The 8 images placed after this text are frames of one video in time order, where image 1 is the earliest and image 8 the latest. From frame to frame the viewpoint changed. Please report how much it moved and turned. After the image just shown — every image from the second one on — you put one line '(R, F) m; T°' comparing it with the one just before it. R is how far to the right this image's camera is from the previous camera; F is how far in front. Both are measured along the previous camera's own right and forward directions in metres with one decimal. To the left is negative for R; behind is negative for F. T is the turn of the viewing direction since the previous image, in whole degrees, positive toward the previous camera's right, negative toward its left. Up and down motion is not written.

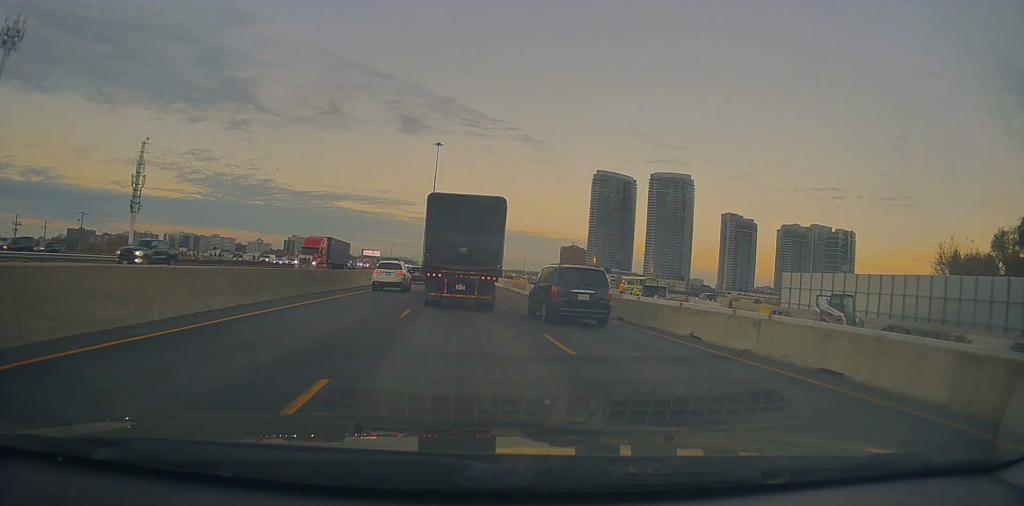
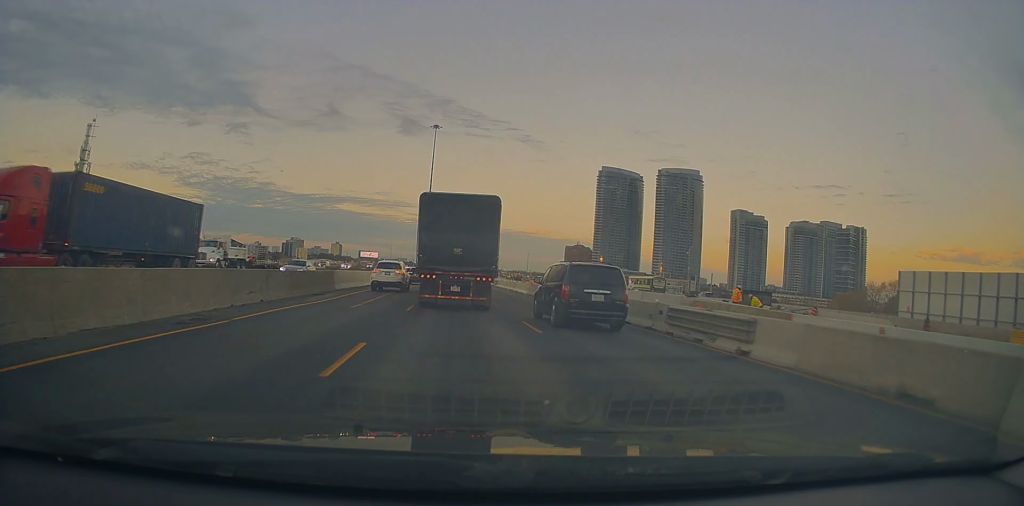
(-0.3, +20.9) m; -1°
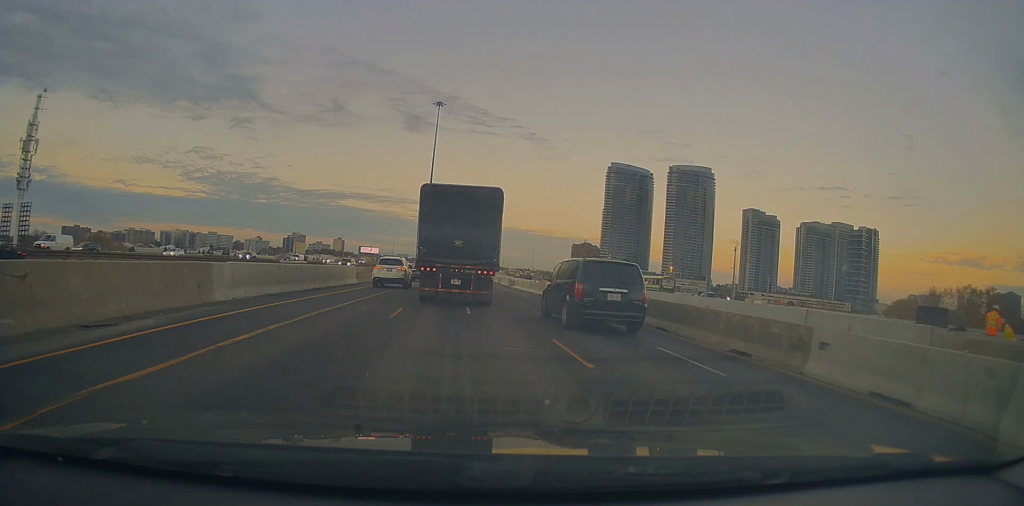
(-0.3, +17.0) m; 0°
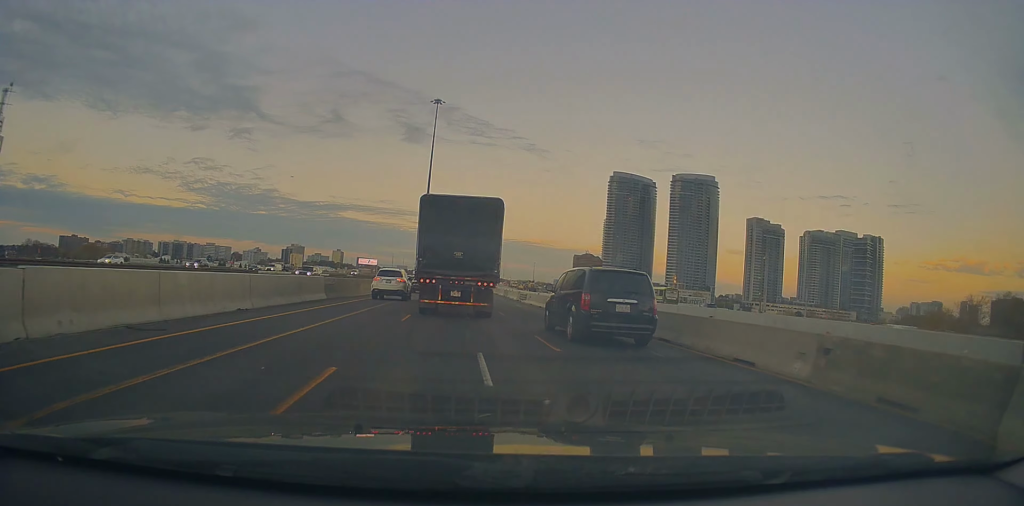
(+0.2, +9.3) m; 0°
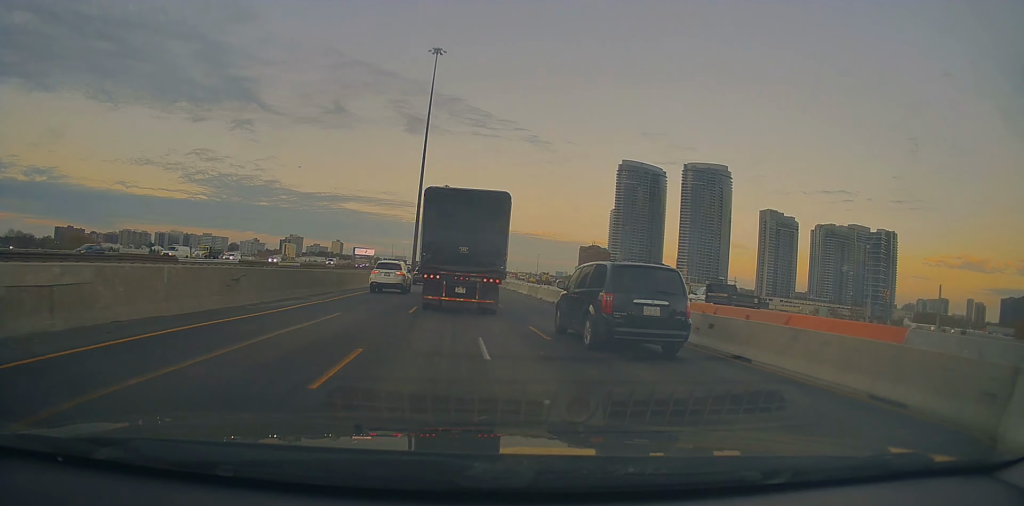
(+0.1, +22.5) m; 0°
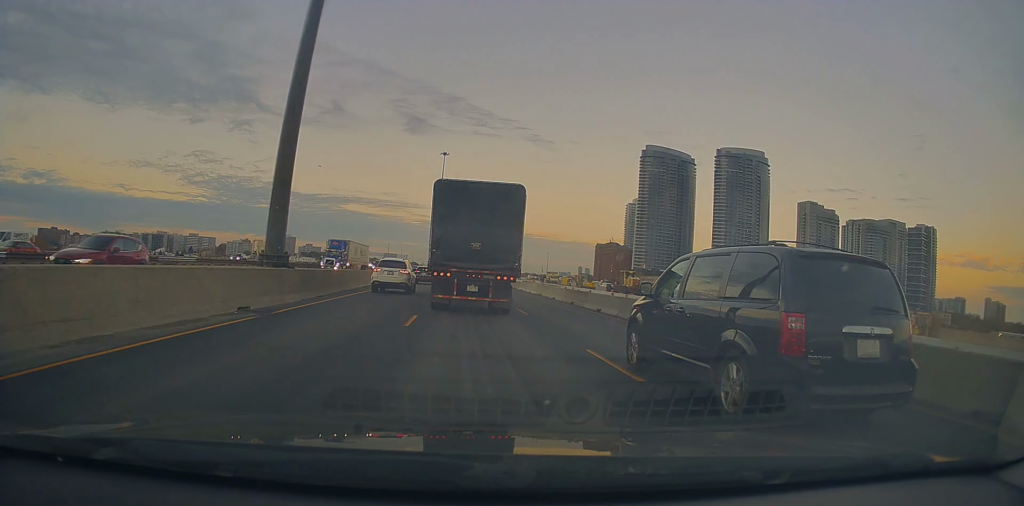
(+0.6, +65.3) m; +1°
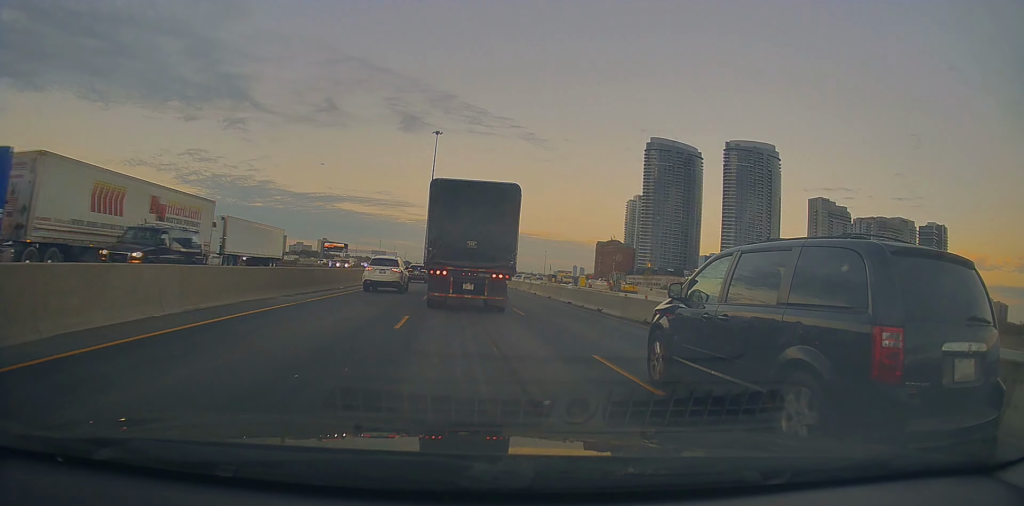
(-0.3, +24.7) m; 0°
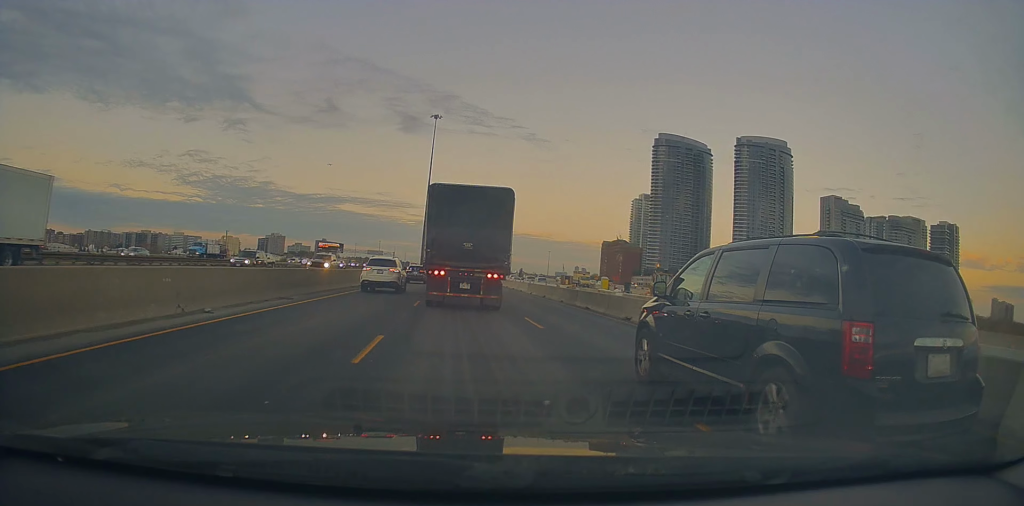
(+0.3, +16.6) m; 0°
